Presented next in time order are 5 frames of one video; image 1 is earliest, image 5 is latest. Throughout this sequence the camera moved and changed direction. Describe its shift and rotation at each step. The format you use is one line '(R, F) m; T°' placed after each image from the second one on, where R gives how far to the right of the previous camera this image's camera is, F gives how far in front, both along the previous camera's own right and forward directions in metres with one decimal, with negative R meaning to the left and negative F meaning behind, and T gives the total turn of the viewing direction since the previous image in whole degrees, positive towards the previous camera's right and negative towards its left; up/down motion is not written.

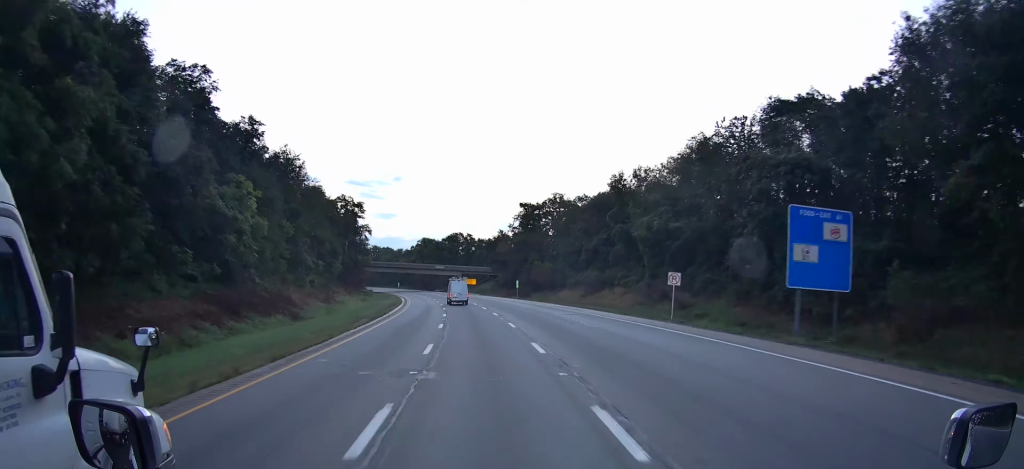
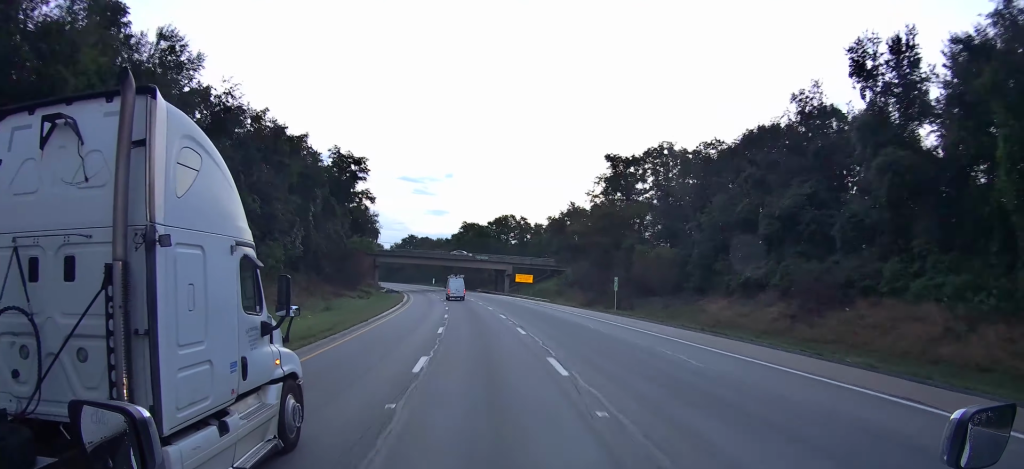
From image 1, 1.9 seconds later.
(-1.0, +53.8) m; -4°
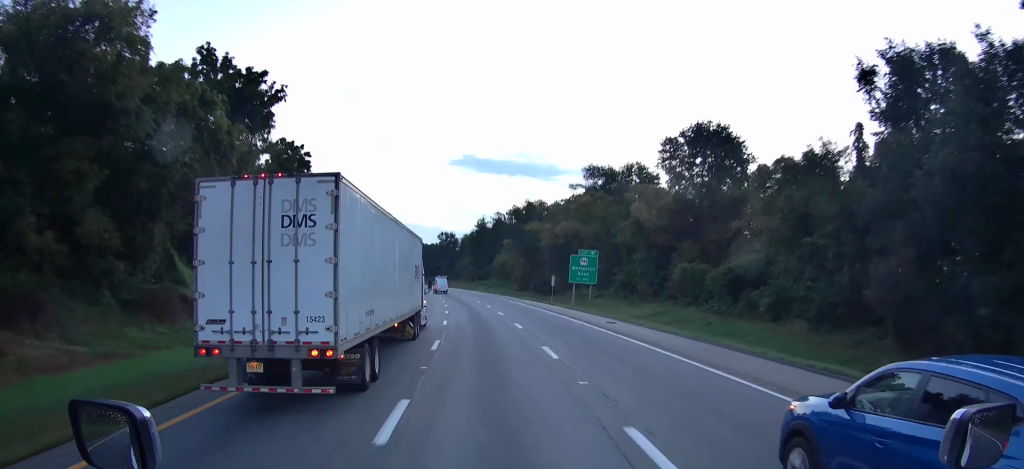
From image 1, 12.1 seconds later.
(-57.3, +281.7) m; -23°
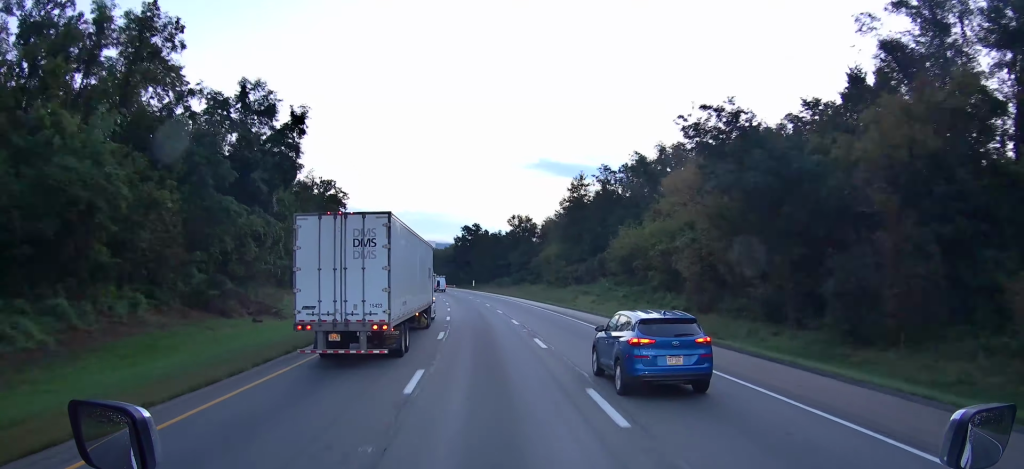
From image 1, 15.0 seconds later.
(-4.6, +82.3) m; -7°
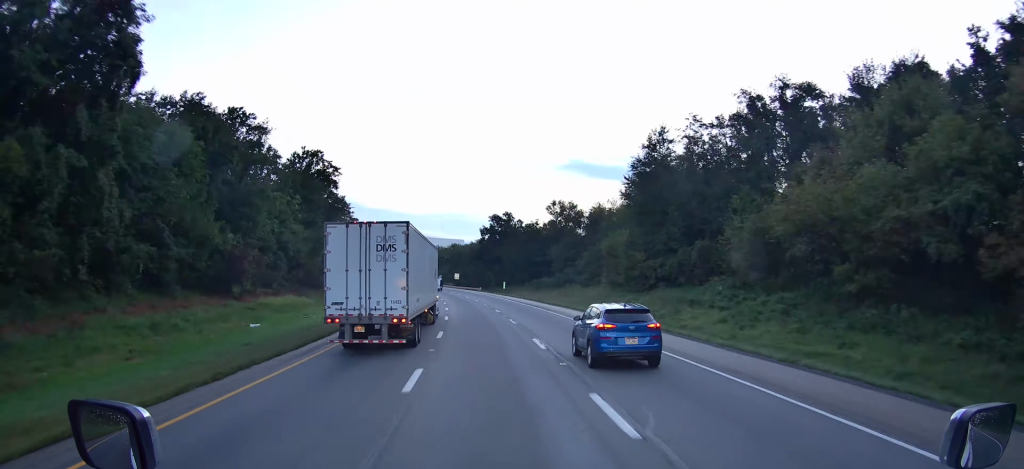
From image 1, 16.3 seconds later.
(+0.5, +37.0) m; -3°
